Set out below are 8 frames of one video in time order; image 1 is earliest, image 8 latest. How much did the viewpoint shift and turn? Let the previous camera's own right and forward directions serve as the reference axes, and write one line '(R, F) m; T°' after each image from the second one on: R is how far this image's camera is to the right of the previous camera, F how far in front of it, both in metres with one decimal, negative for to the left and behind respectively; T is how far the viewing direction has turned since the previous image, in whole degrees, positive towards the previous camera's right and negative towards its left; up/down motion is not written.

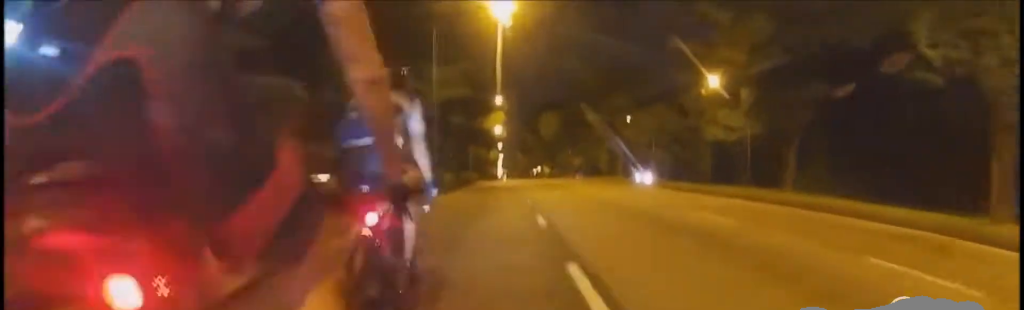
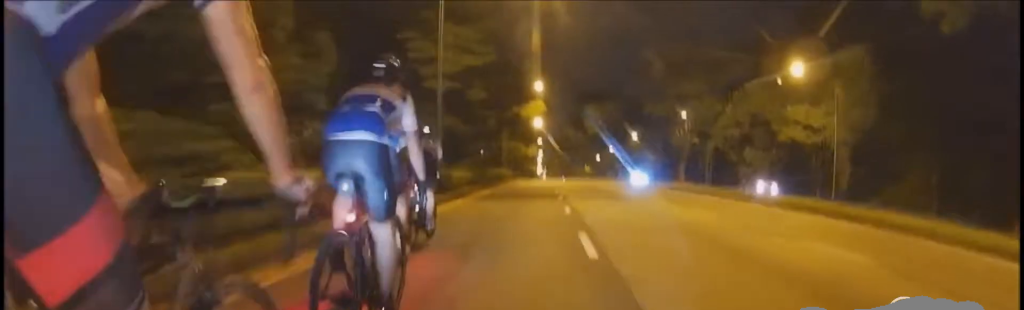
(-0.1, +9.5) m; 0°
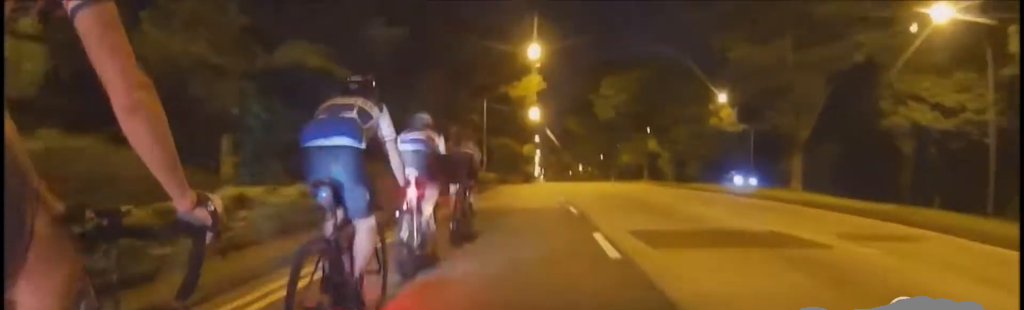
(-0.2, +18.4) m; -9°
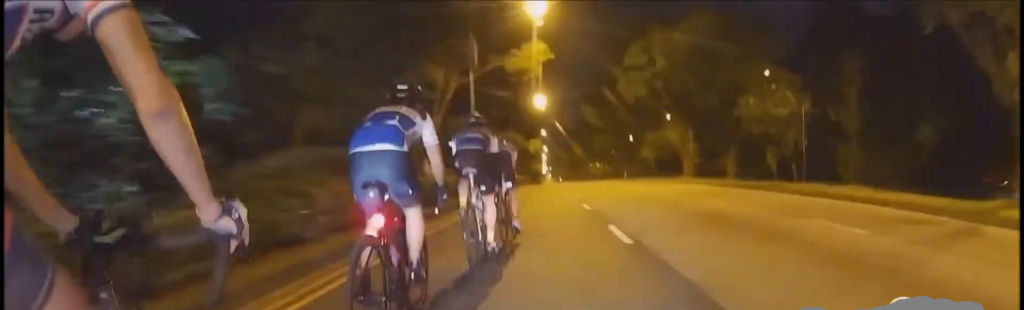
(-1.2, +11.4) m; +1°
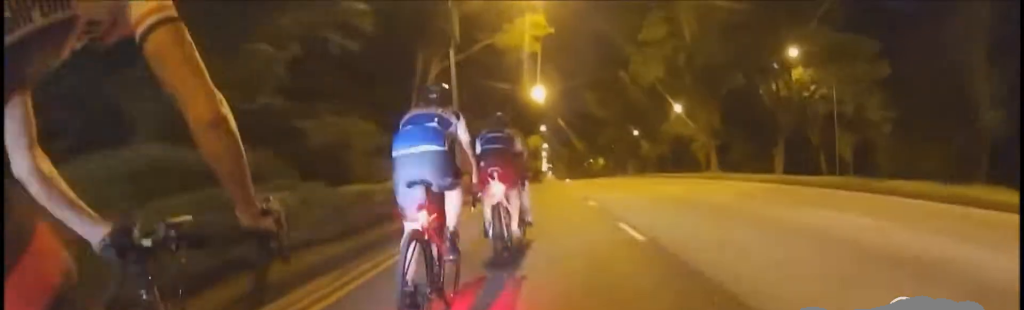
(+0.7, +6.3) m; +4°
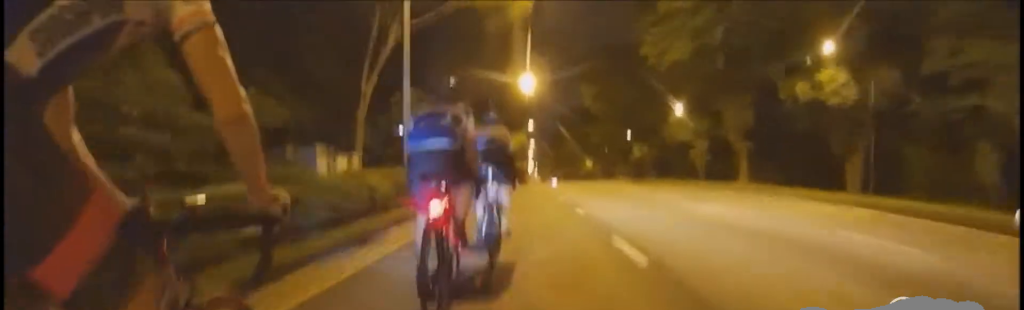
(+0.7, +7.4) m; +4°
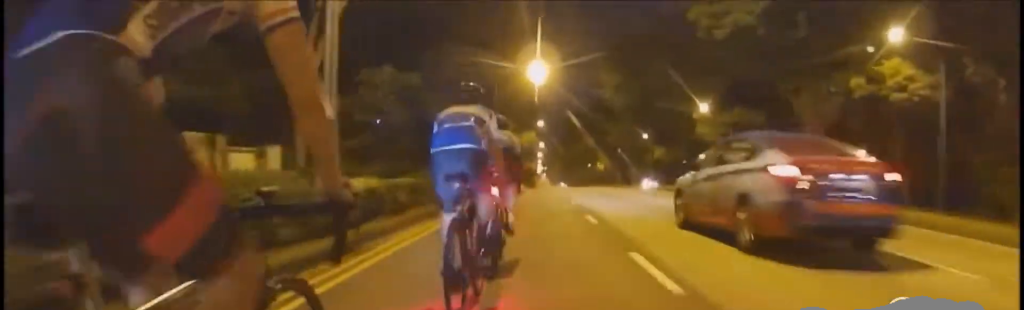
(-0.2, +7.0) m; 0°
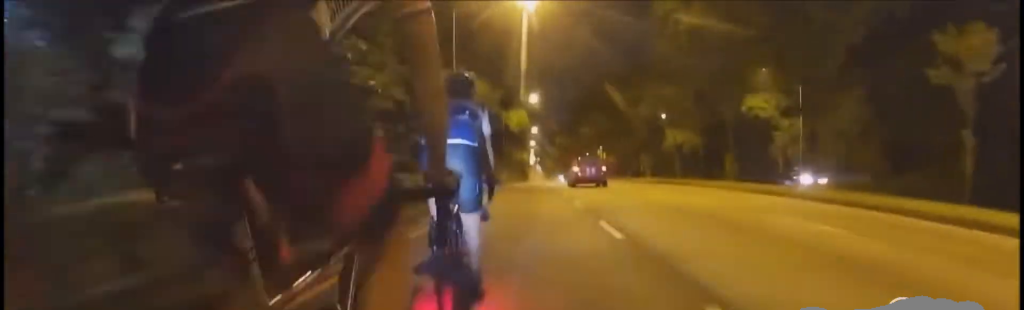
(0.0, +21.1) m; -2°
